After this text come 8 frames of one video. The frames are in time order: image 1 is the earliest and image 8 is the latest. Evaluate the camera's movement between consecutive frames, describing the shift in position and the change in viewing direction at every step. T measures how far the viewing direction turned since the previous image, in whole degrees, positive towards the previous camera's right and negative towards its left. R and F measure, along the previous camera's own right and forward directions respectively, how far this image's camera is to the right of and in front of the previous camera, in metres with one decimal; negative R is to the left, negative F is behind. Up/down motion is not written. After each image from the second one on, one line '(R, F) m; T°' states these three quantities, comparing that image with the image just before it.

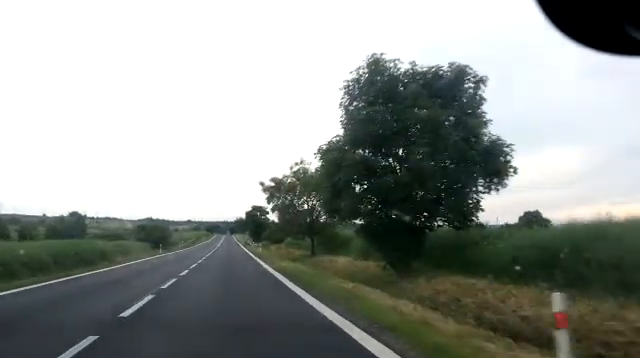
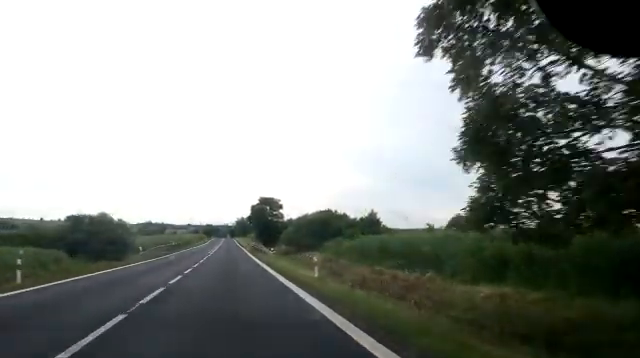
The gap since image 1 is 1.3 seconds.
(0.0, +29.4) m; 0°
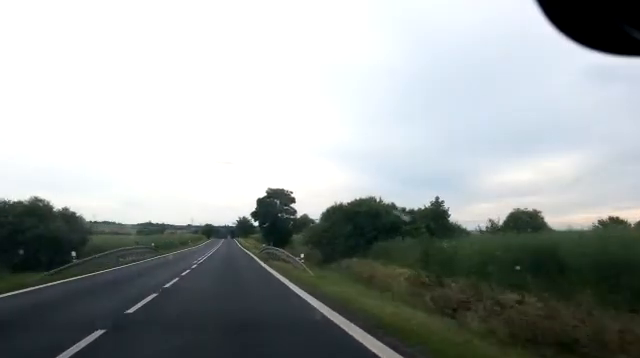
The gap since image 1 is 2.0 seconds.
(-0.1, +14.7) m; 0°
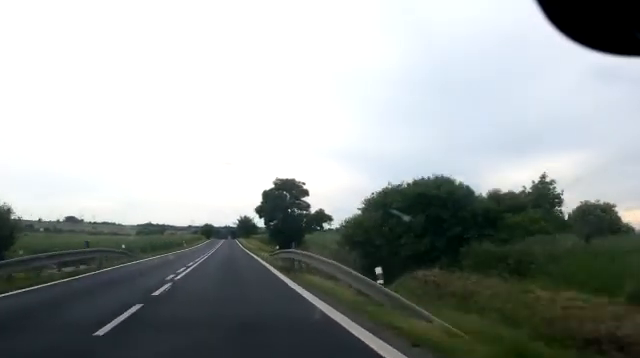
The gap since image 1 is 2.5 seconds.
(0.0, +11.0) m; 0°
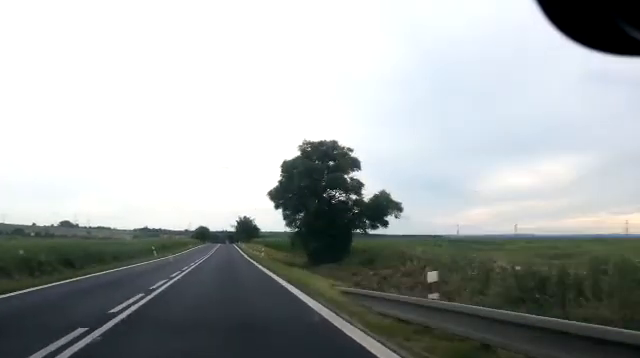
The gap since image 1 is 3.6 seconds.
(-0.1, +23.4) m; -1°
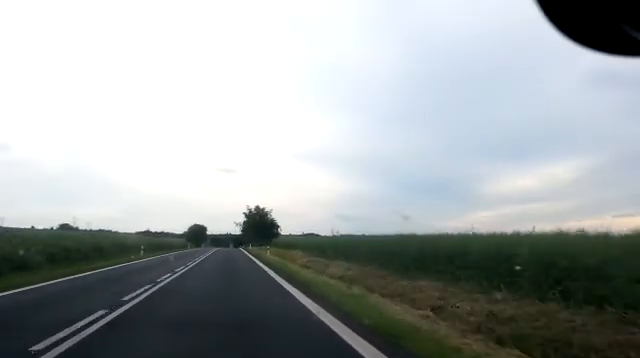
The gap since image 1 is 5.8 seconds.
(+0.2, +48.0) m; +1°
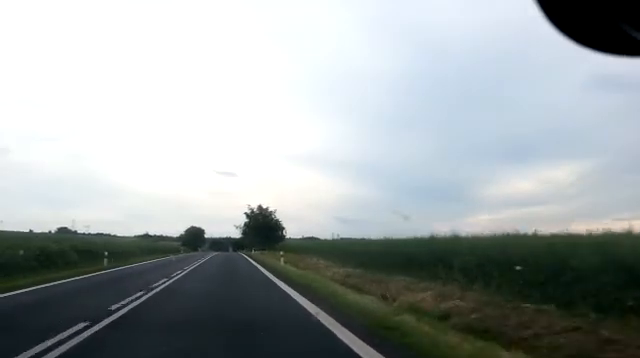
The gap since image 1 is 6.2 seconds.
(0.0, +10.1) m; 0°
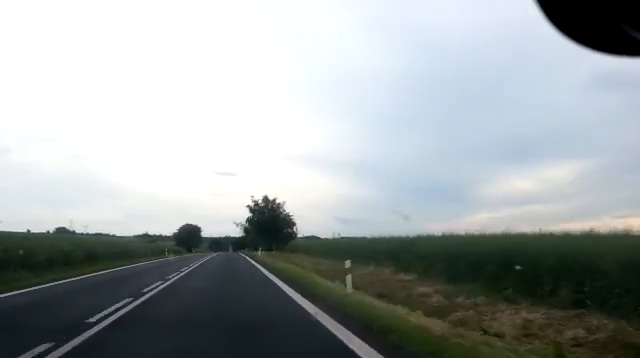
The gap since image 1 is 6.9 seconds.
(0.0, +14.9) m; -1°
